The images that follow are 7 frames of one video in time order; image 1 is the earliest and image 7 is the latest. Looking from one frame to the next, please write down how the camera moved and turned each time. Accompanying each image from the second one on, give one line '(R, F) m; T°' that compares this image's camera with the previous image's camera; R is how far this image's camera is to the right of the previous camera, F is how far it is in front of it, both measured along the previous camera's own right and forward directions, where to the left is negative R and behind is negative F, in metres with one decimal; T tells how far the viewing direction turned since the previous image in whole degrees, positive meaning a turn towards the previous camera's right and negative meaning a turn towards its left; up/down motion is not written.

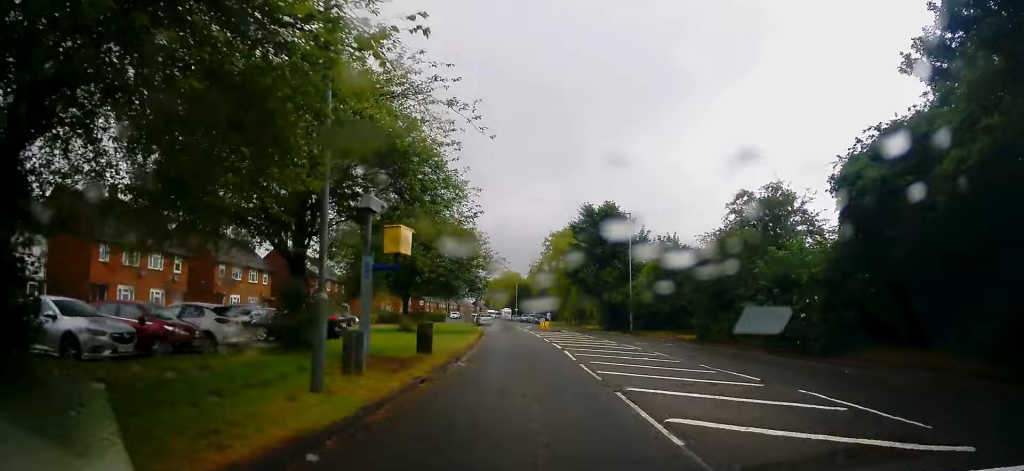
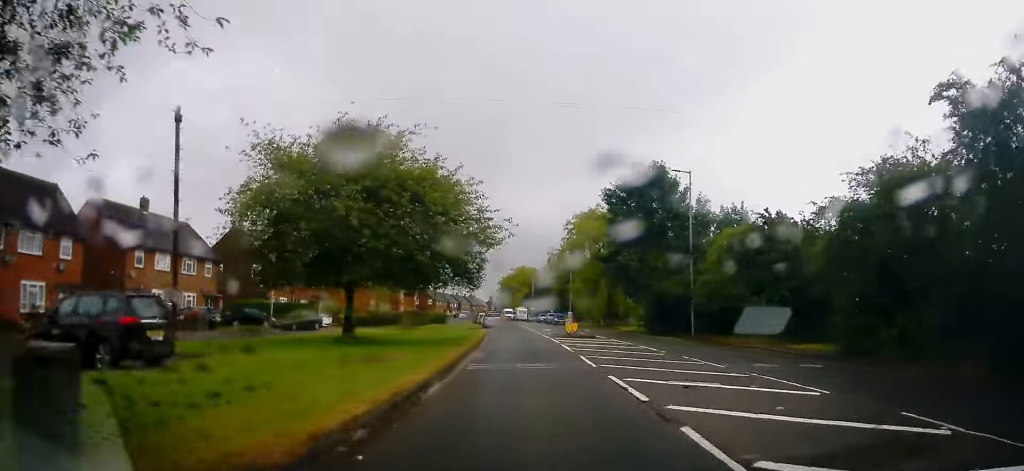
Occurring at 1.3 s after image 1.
(-0.4, +14.4) m; -2°
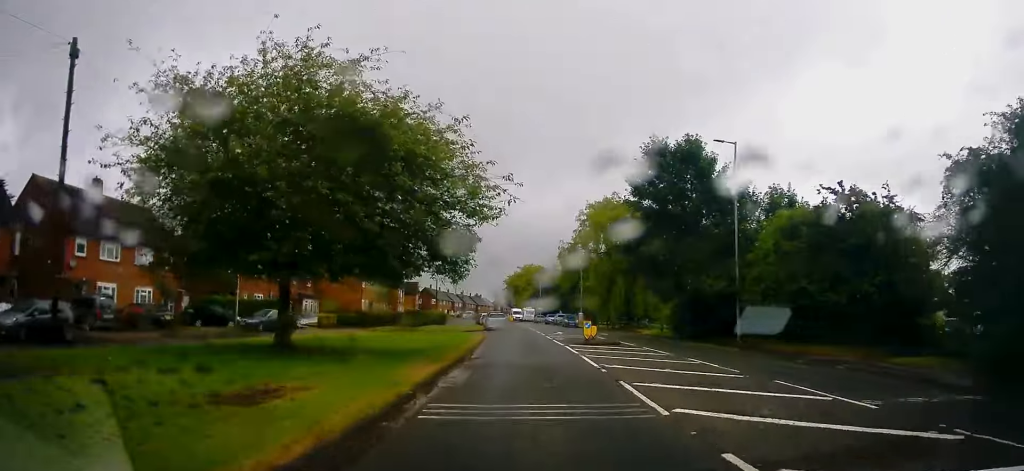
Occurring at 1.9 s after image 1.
(0.0, +6.8) m; -1°
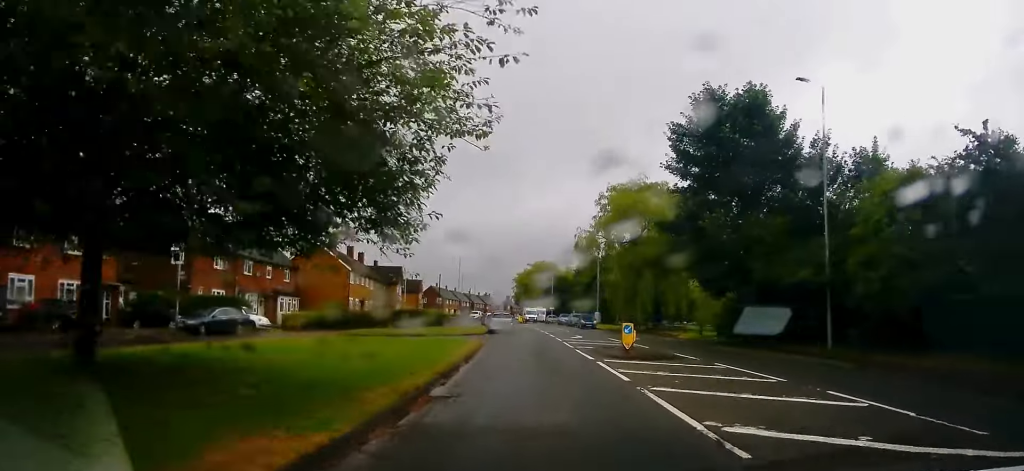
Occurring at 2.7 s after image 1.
(0.0, +8.5) m; -2°
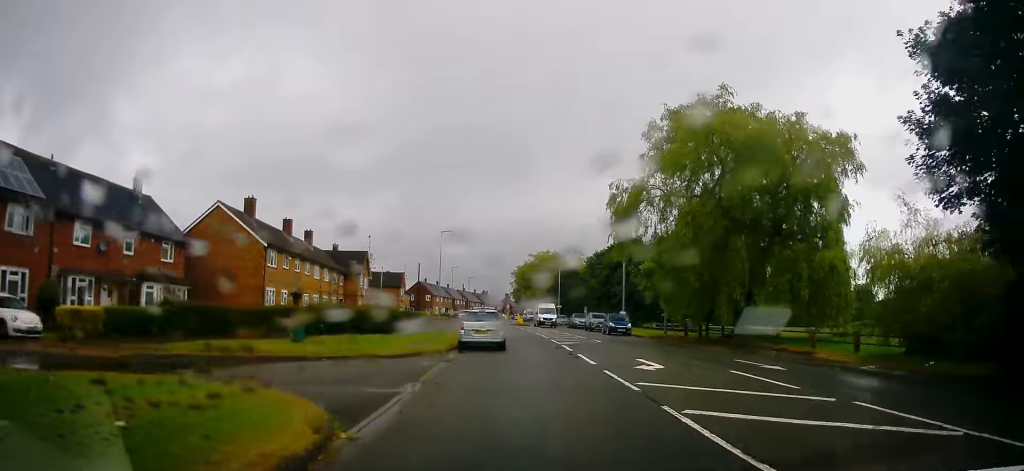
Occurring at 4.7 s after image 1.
(-0.2, +20.5) m; +1°
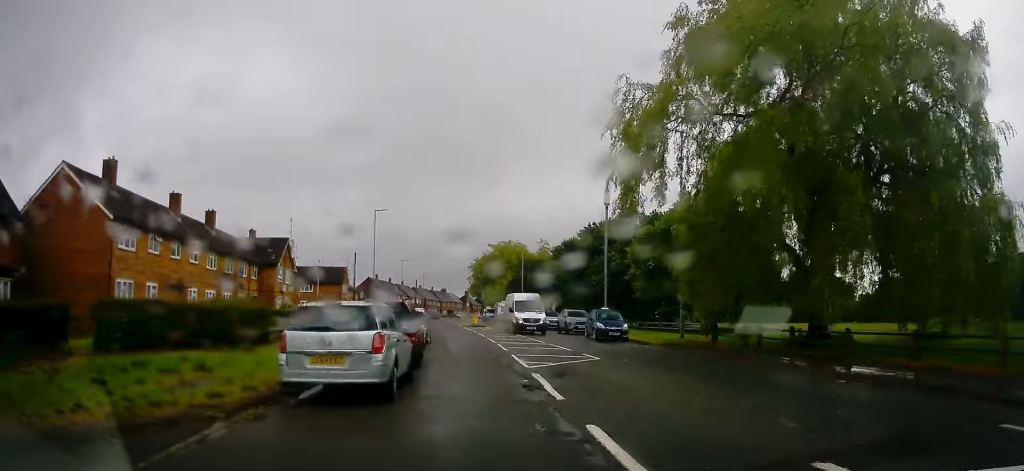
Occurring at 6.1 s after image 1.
(+0.1, +13.1) m; 0°
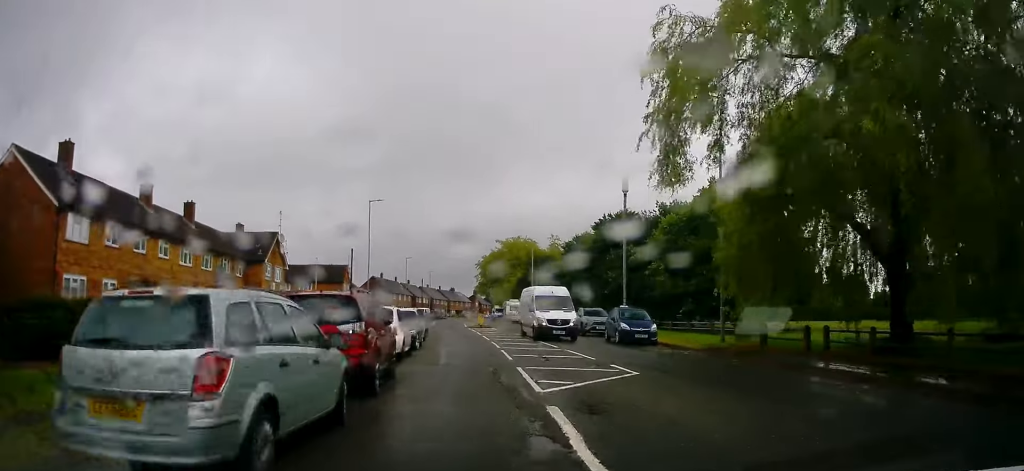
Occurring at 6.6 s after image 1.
(-0.1, +4.7) m; 0°
